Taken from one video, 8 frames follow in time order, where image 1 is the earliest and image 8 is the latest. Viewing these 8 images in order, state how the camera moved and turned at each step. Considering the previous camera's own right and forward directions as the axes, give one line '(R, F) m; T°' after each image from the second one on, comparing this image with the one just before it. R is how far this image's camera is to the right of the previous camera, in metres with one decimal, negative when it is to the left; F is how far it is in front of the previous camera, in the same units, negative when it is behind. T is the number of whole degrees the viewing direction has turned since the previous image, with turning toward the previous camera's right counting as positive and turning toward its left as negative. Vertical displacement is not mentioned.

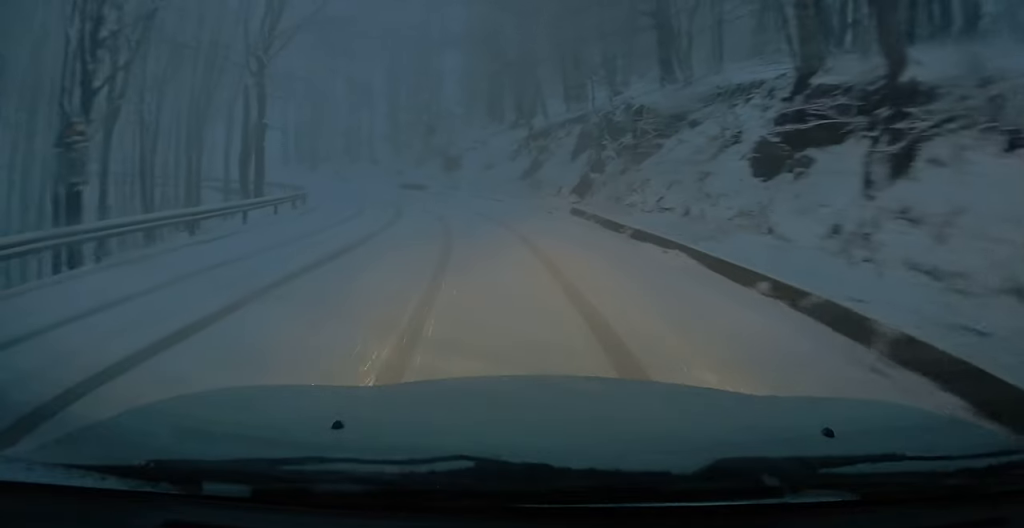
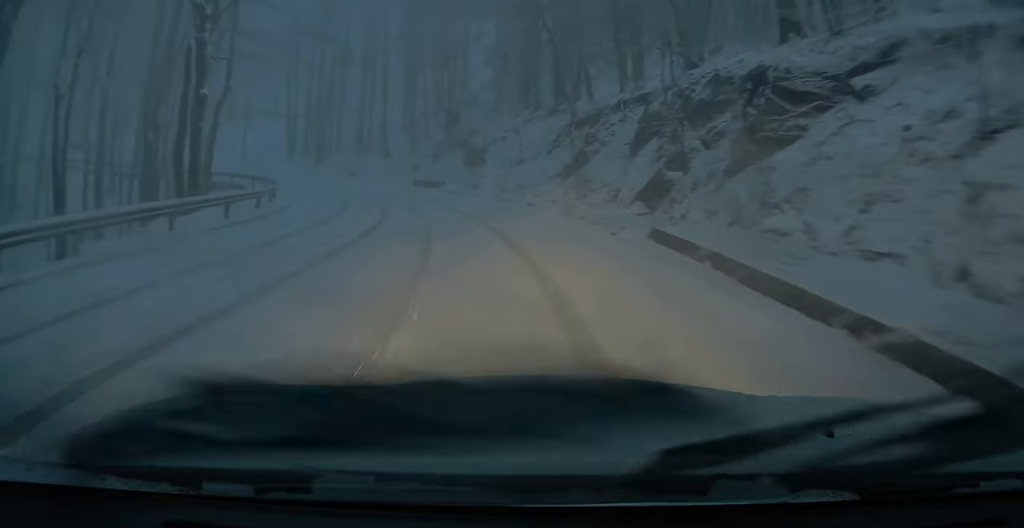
(0.0, +7.2) m; -2°
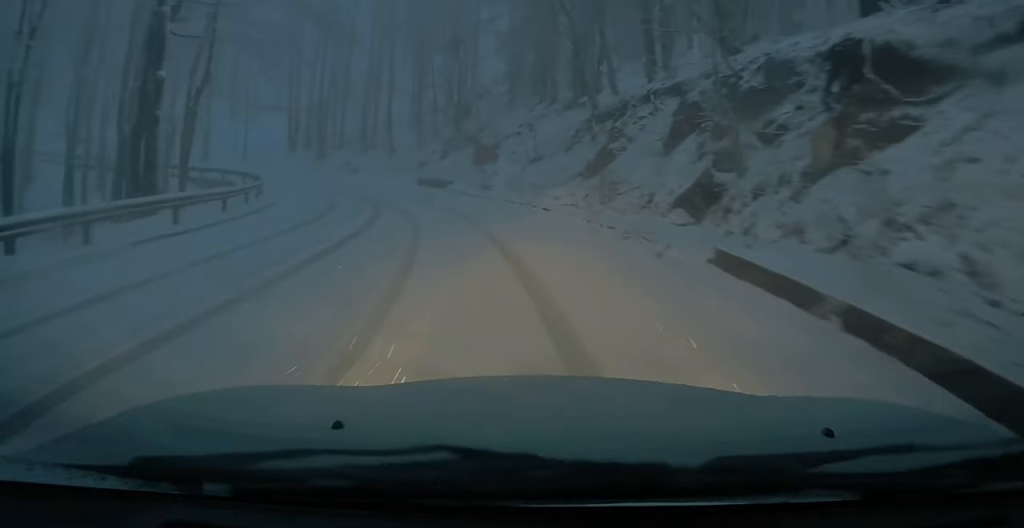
(-0.1, +2.9) m; -2°
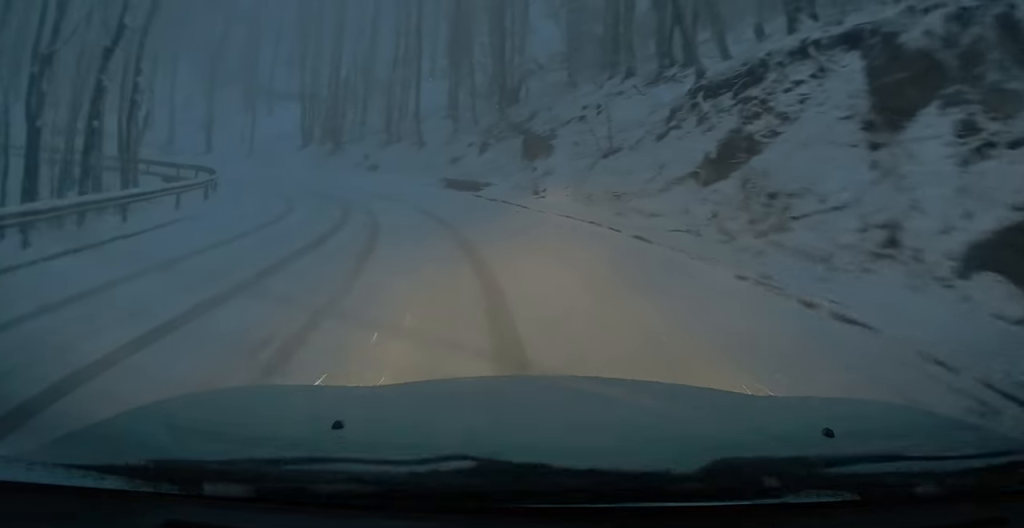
(-0.4, +8.5) m; -4°
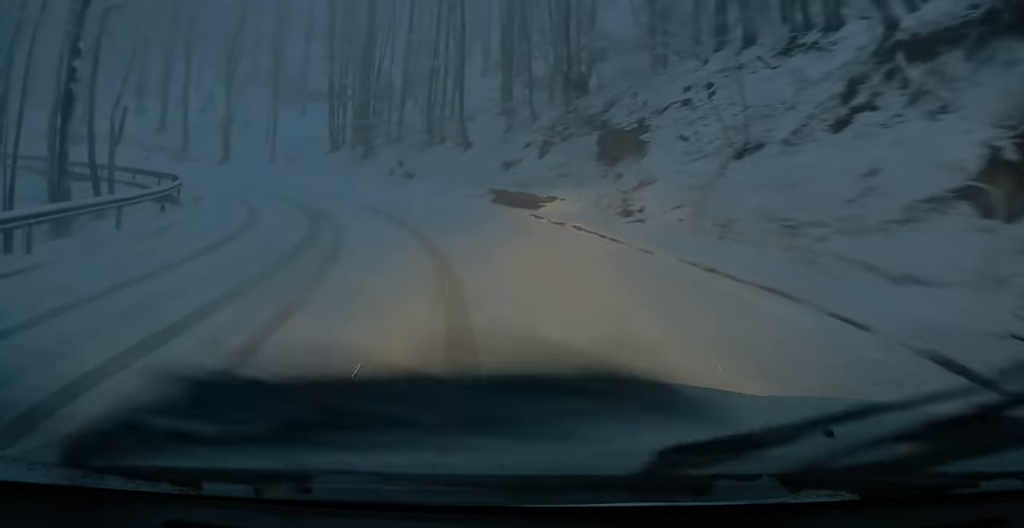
(-0.2, +7.8) m; 0°
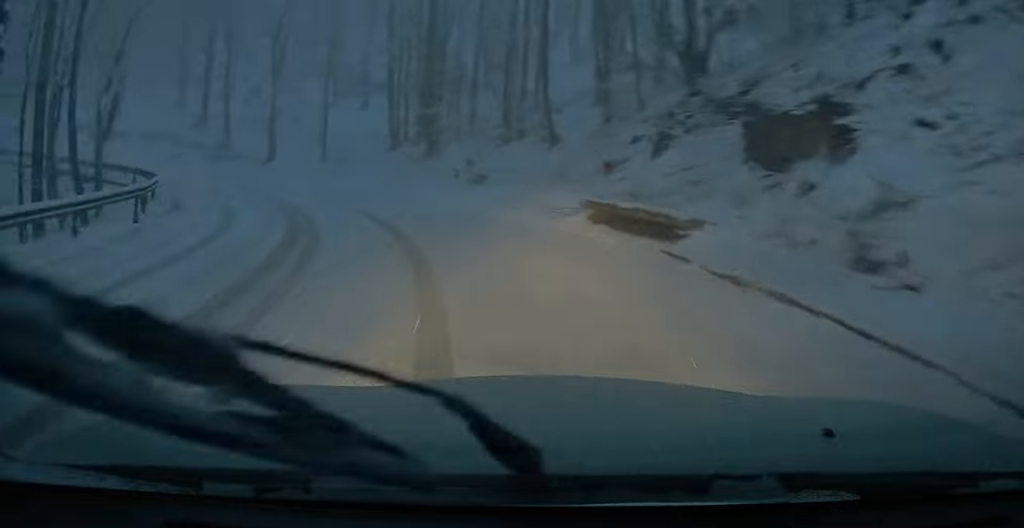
(+0.1, +6.7) m; -4°
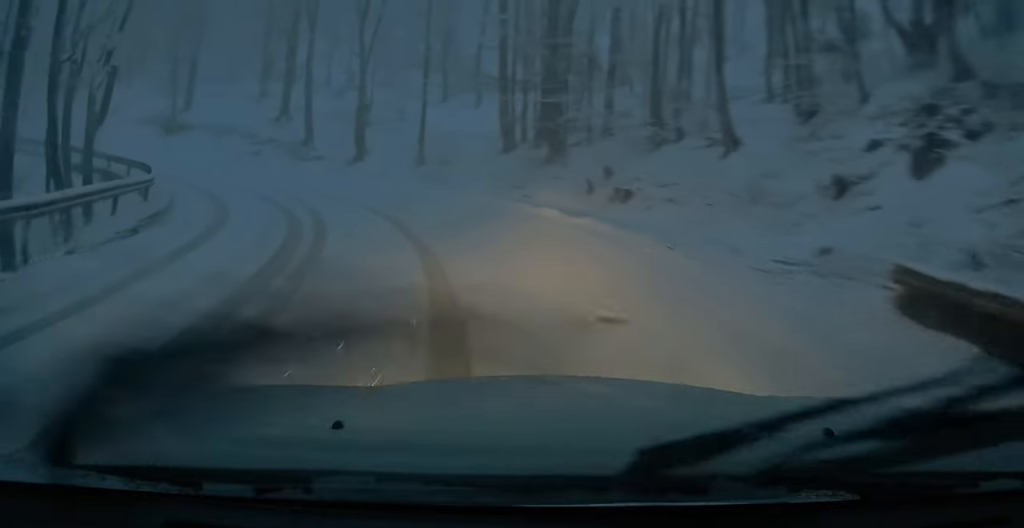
(-0.6, +6.3) m; -11°
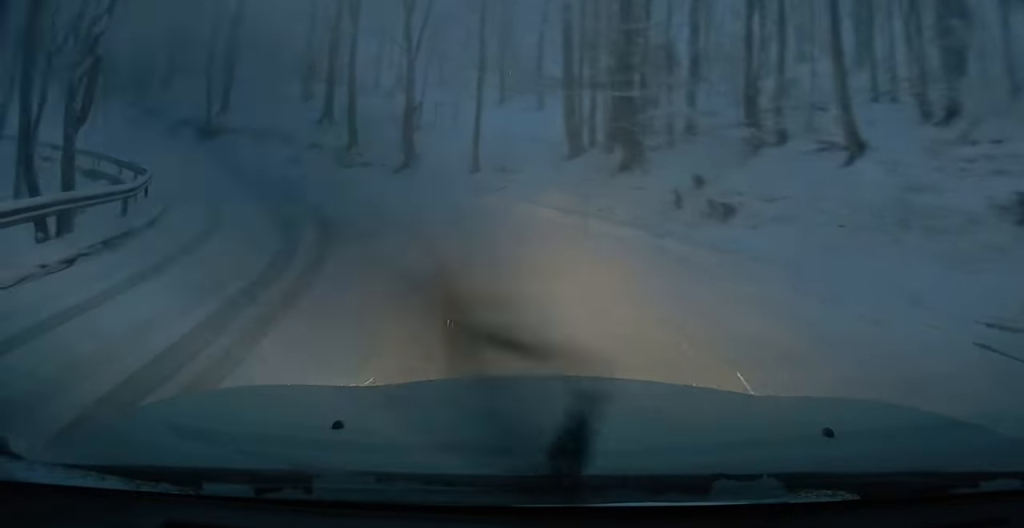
(-0.2, +2.9) m; -6°
